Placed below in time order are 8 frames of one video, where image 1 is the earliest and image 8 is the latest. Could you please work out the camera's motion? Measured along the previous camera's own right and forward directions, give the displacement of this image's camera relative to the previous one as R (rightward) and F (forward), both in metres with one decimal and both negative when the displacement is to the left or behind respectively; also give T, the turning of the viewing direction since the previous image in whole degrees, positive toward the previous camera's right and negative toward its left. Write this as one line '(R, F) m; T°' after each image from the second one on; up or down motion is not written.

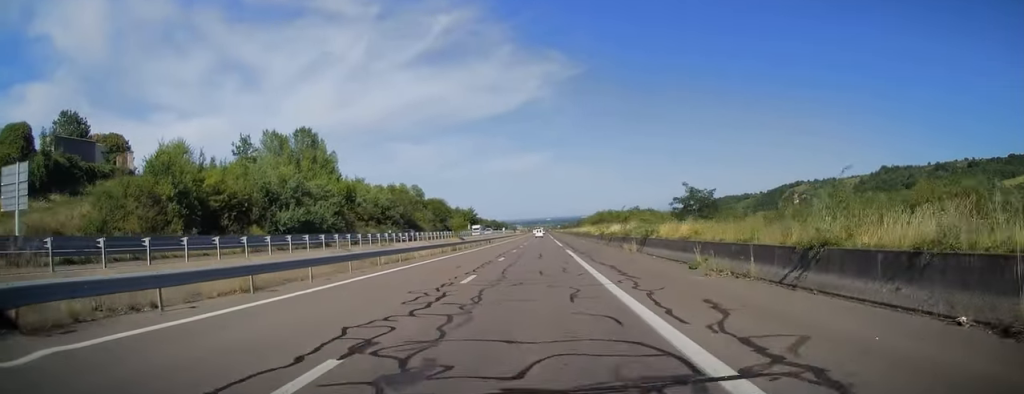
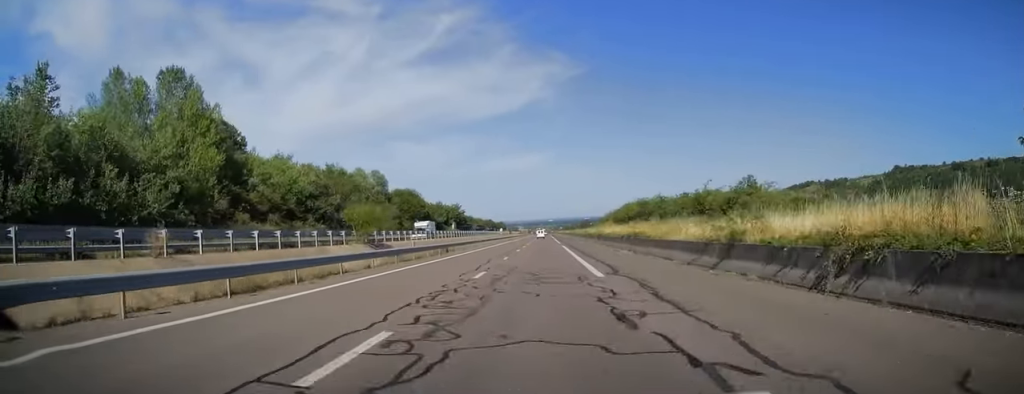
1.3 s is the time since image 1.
(0.0, +37.3) m; 0°
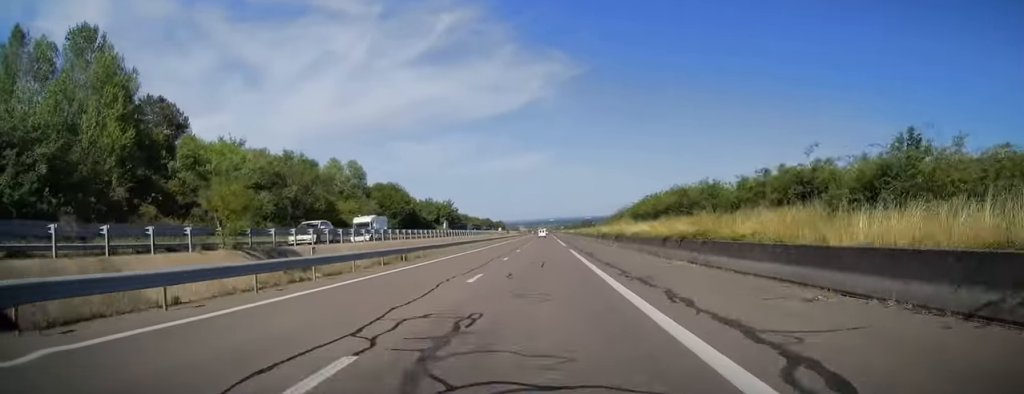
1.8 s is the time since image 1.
(0.0, +14.7) m; 0°
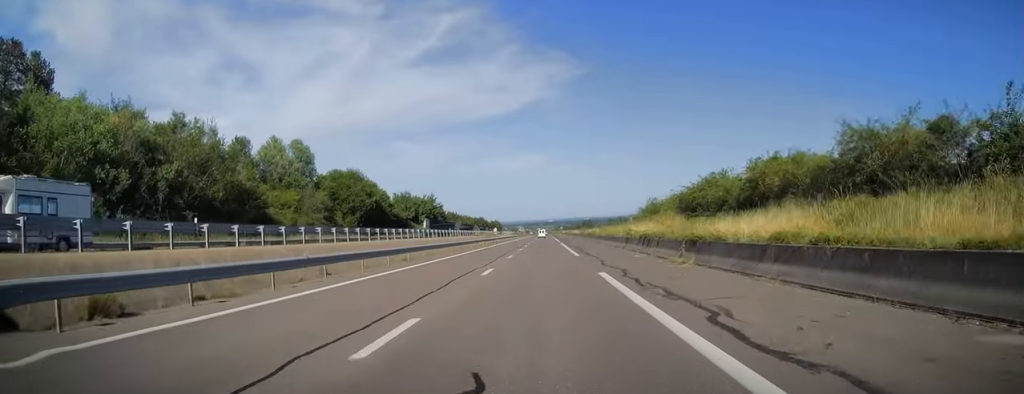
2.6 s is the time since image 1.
(0.0, +23.0) m; 0°
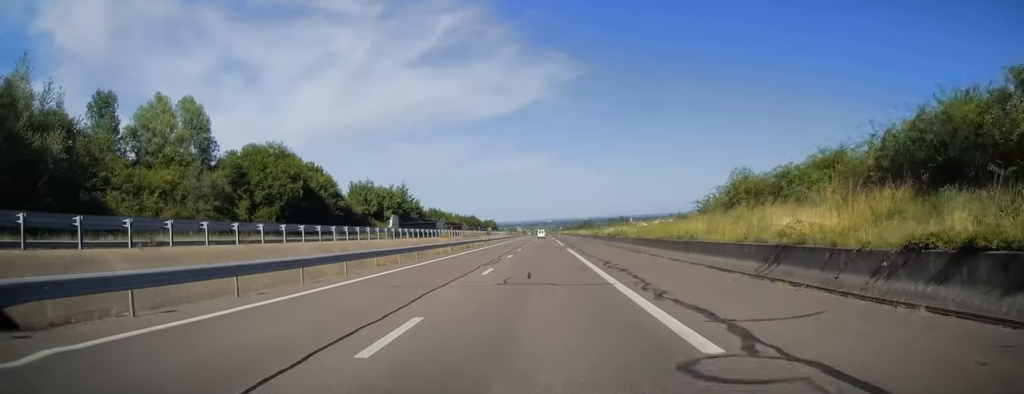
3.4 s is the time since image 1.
(0.0, +25.9) m; 0°
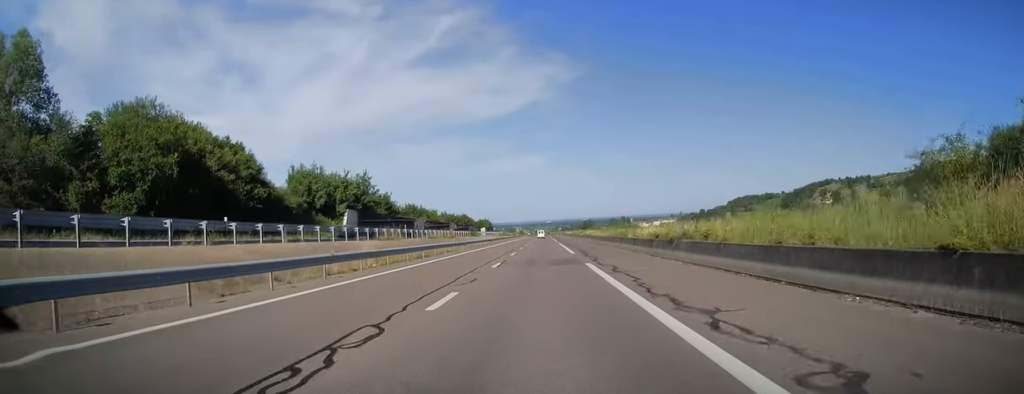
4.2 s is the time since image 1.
(0.0, +22.0) m; 0°
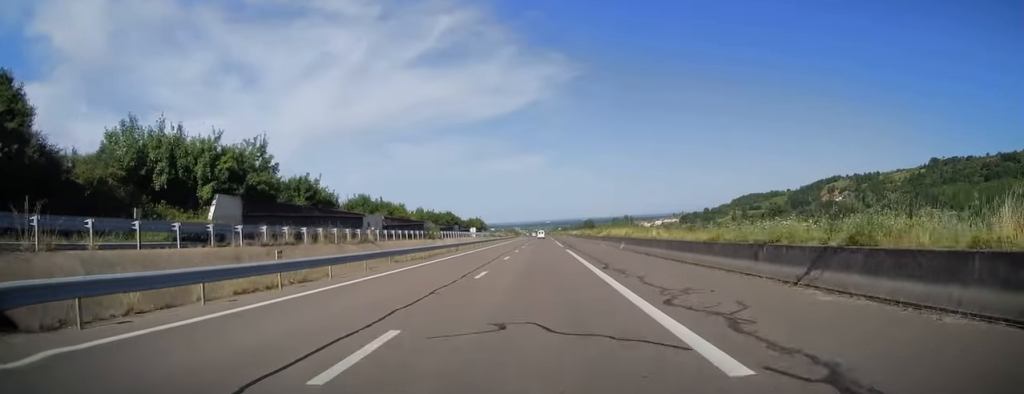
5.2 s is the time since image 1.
(0.0, +31.3) m; 0°
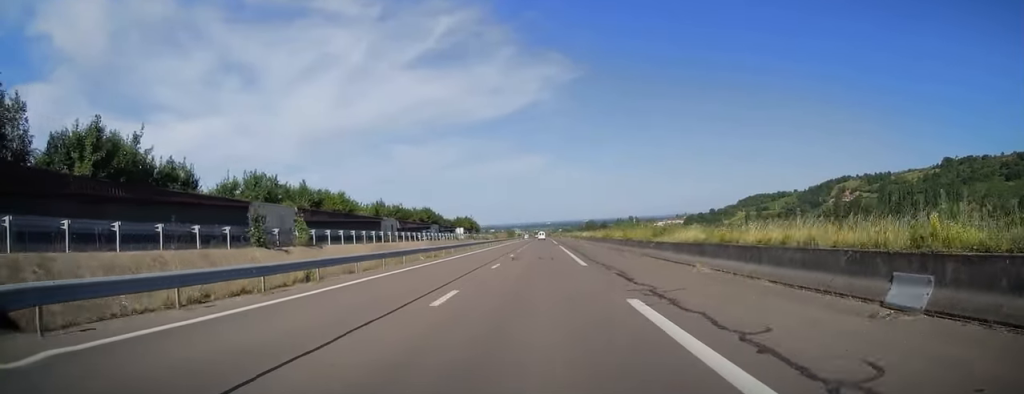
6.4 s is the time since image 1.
(0.0, +32.8) m; 0°
